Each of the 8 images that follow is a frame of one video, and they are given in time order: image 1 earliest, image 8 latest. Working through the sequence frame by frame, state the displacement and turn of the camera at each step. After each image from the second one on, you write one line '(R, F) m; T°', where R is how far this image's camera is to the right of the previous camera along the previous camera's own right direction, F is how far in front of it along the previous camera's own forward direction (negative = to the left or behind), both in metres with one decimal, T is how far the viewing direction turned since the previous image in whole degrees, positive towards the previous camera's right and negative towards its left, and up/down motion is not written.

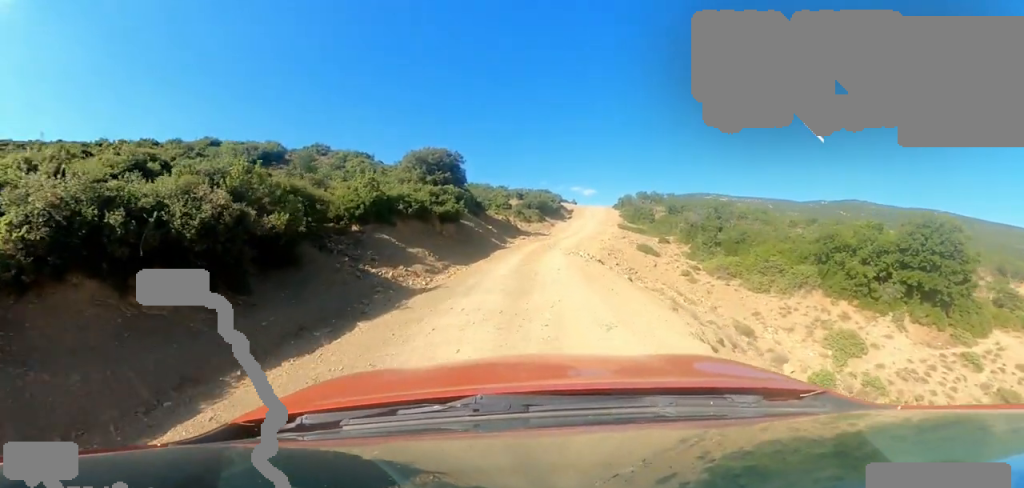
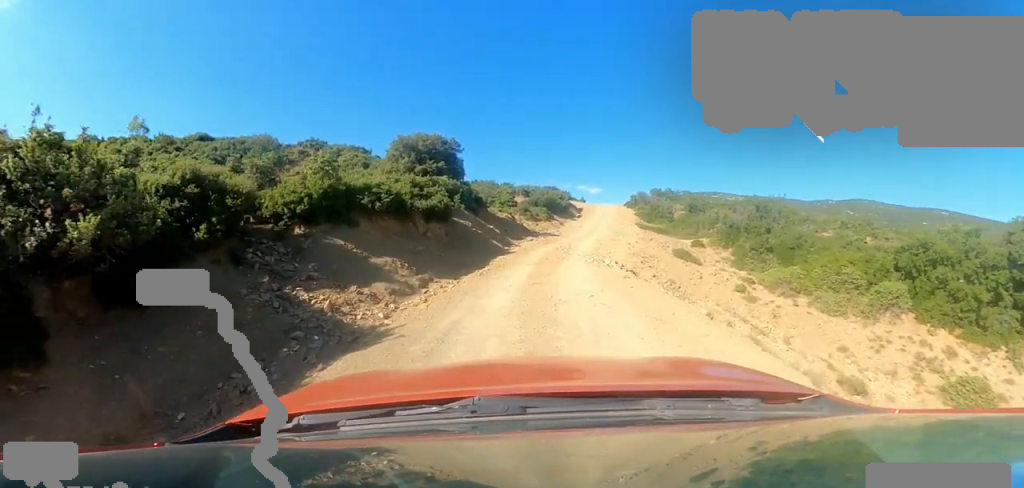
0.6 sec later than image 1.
(-1.1, +3.6) m; 0°
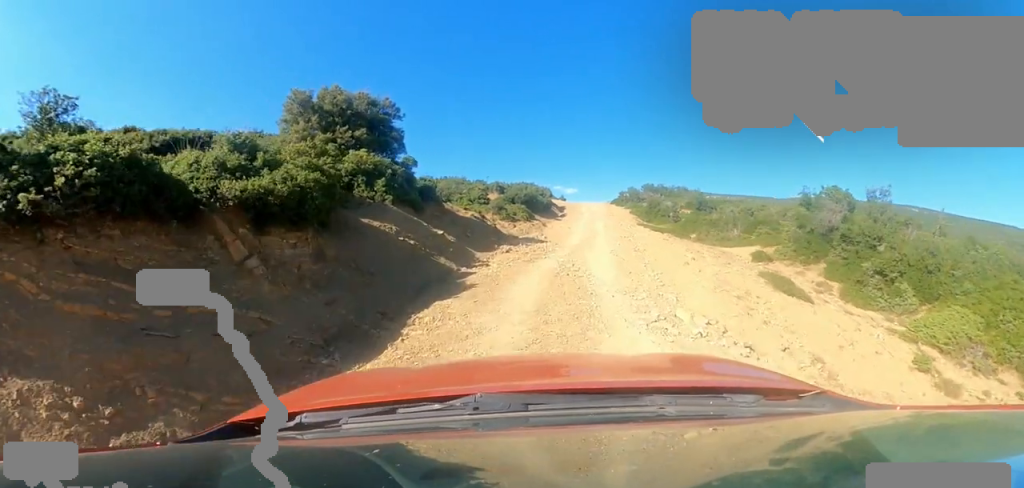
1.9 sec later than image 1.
(+1.0, +7.6) m; 0°
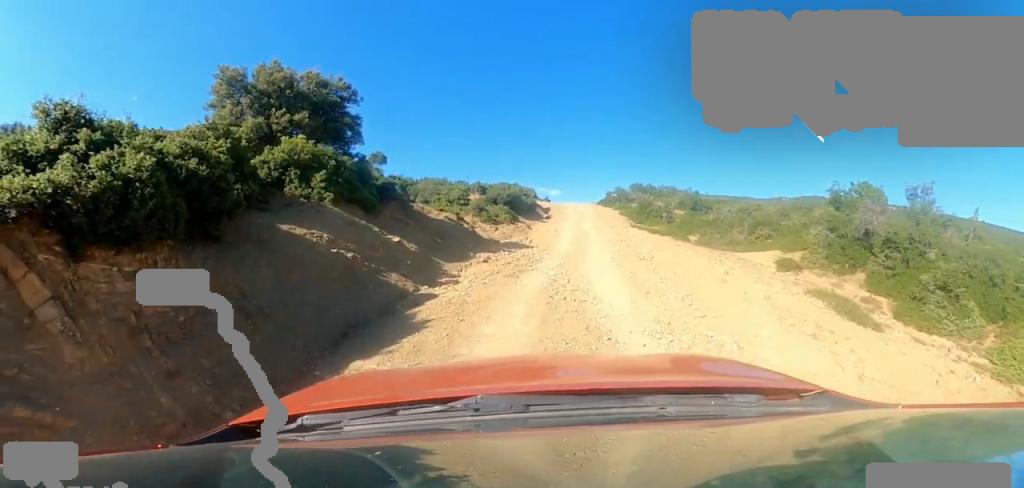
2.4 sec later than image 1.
(-0.5, +2.5) m; 0°
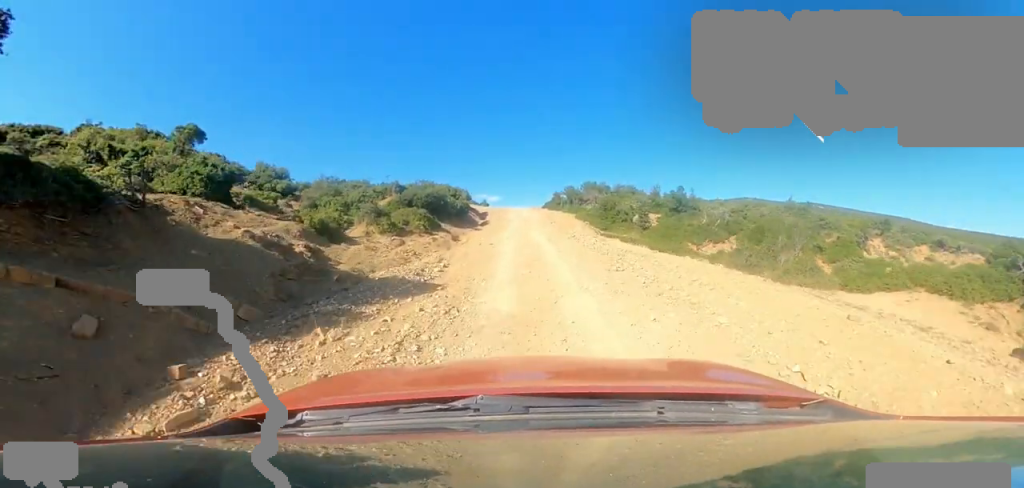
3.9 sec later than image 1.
(+0.6, +9.1) m; +18°
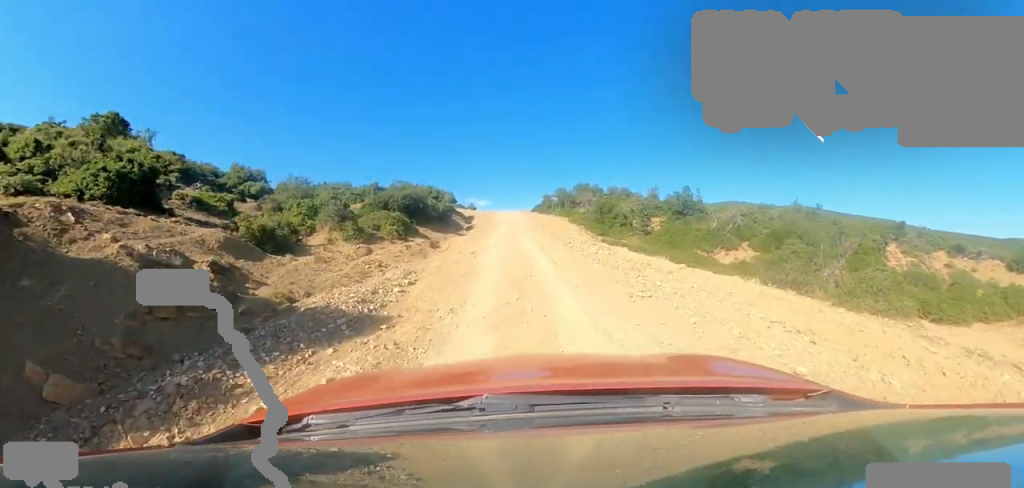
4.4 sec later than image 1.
(+0.1, +2.7) m; +1°
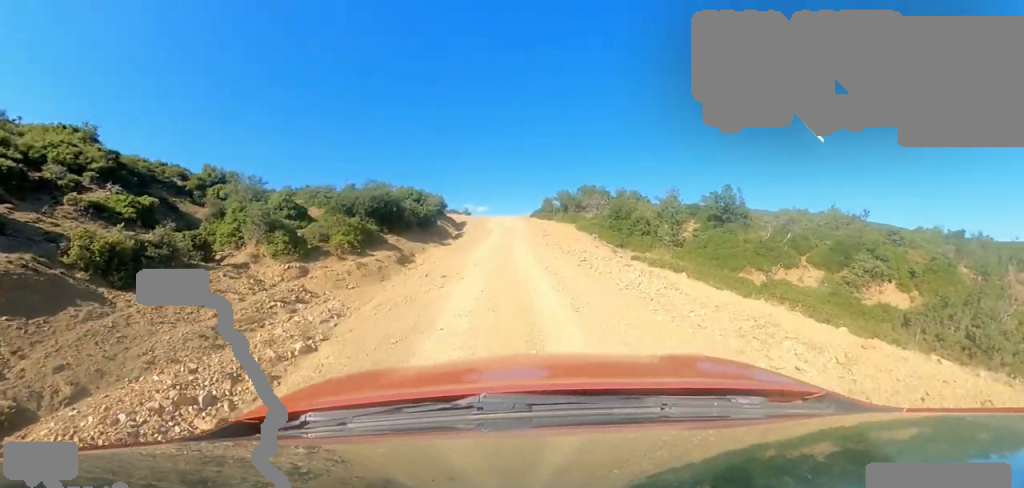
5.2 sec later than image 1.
(0.0, +4.8) m; 0°
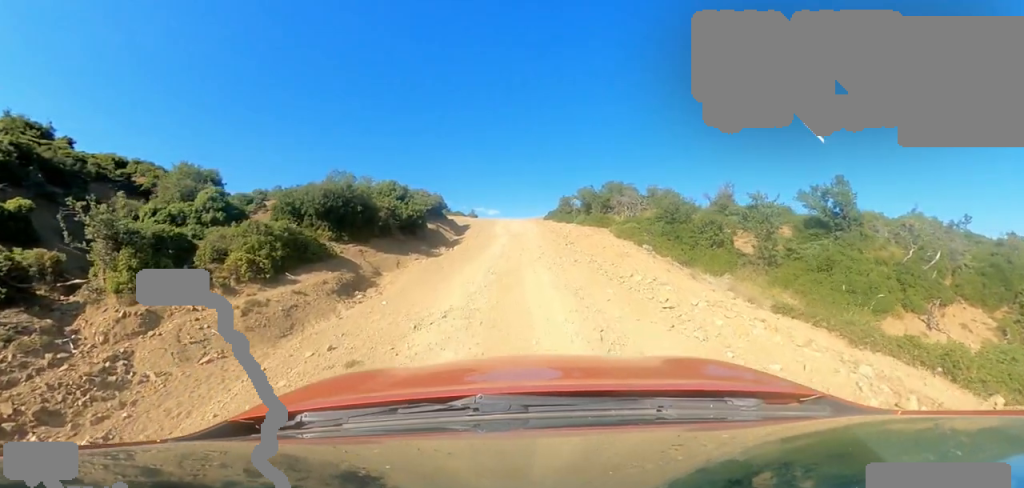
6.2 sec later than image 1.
(0.0, +5.5) m; -1°
